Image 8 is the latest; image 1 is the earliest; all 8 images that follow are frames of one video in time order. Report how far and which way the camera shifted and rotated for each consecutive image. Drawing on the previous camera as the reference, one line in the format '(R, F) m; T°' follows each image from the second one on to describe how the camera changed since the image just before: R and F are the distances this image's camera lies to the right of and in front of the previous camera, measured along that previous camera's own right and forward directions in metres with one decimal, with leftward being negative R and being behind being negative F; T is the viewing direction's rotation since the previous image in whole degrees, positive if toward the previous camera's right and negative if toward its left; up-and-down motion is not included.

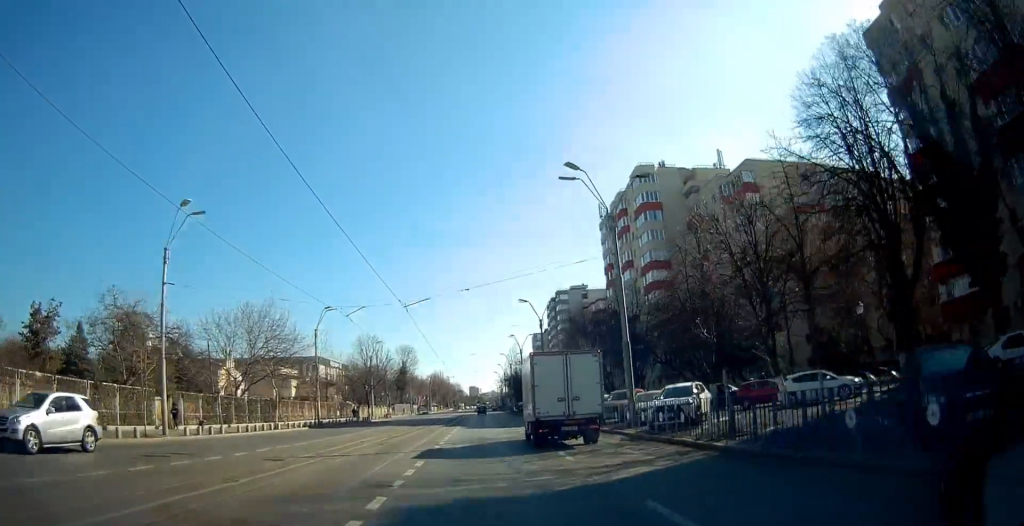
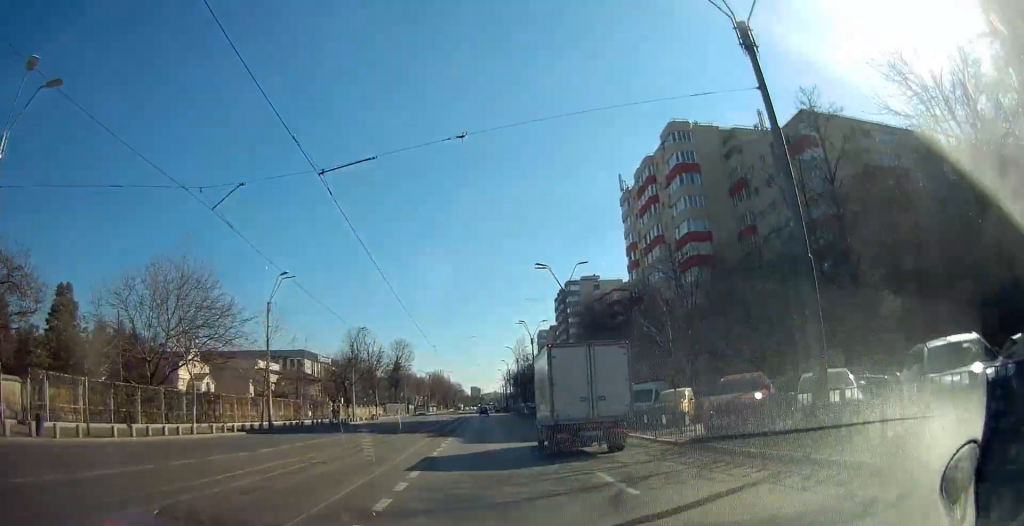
(0.0, +14.3) m; 0°
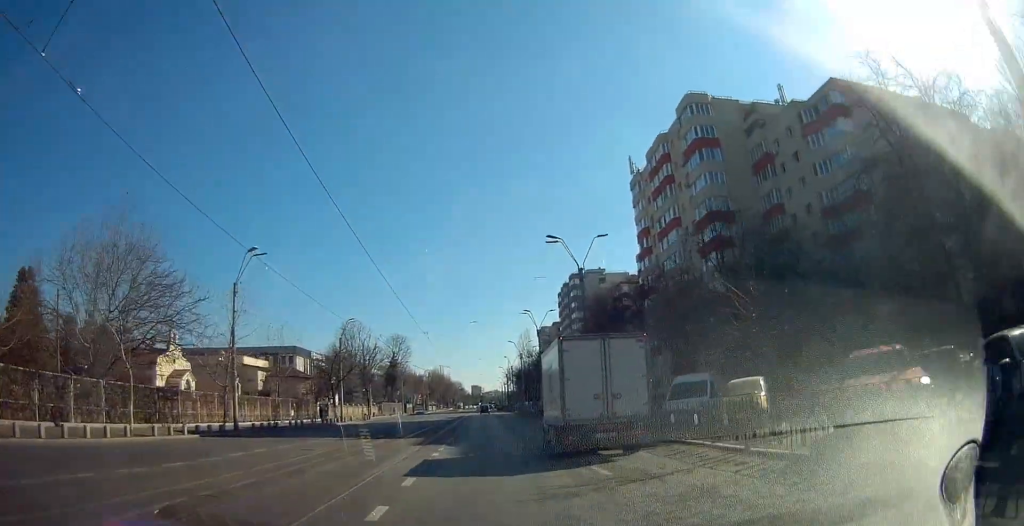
(0.0, +6.7) m; -1°
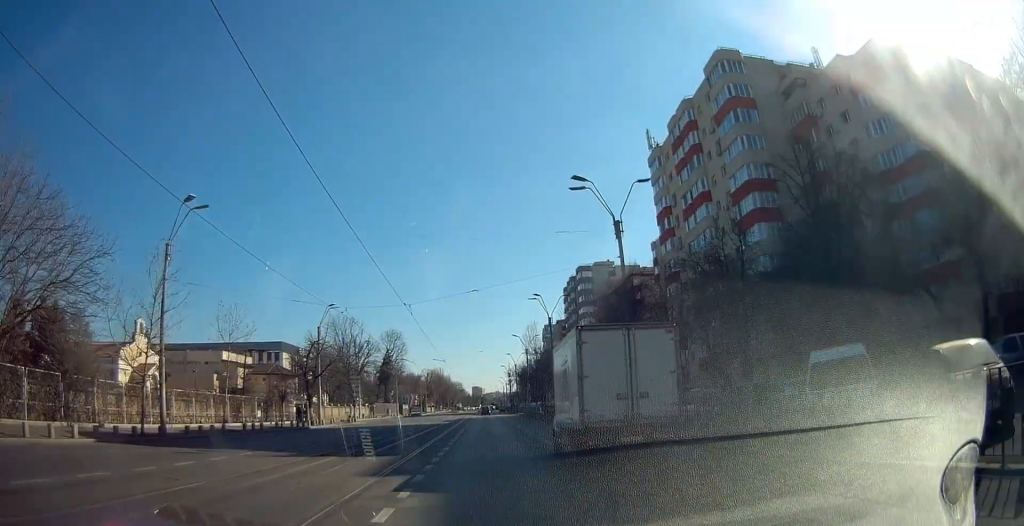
(0.0, +9.6) m; -1°
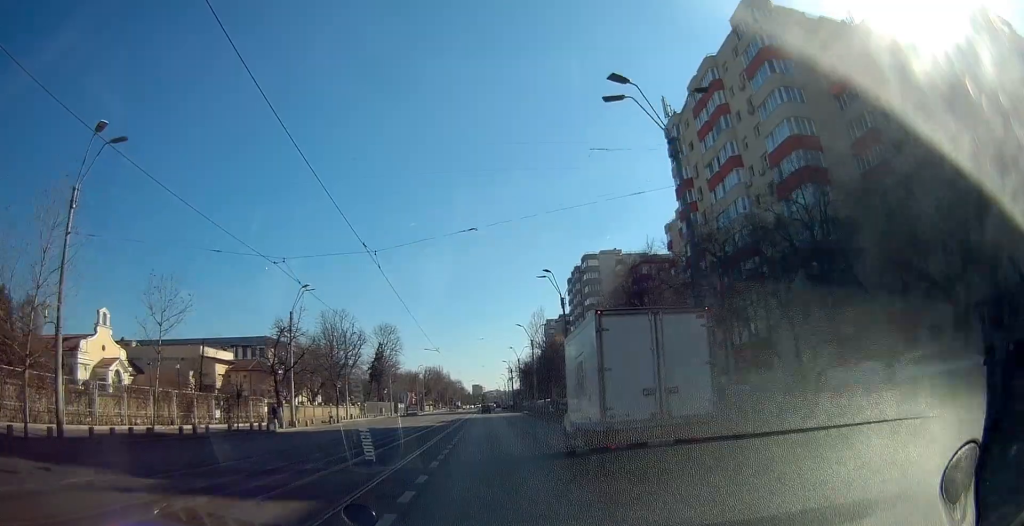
(-0.3, +8.6) m; -1°
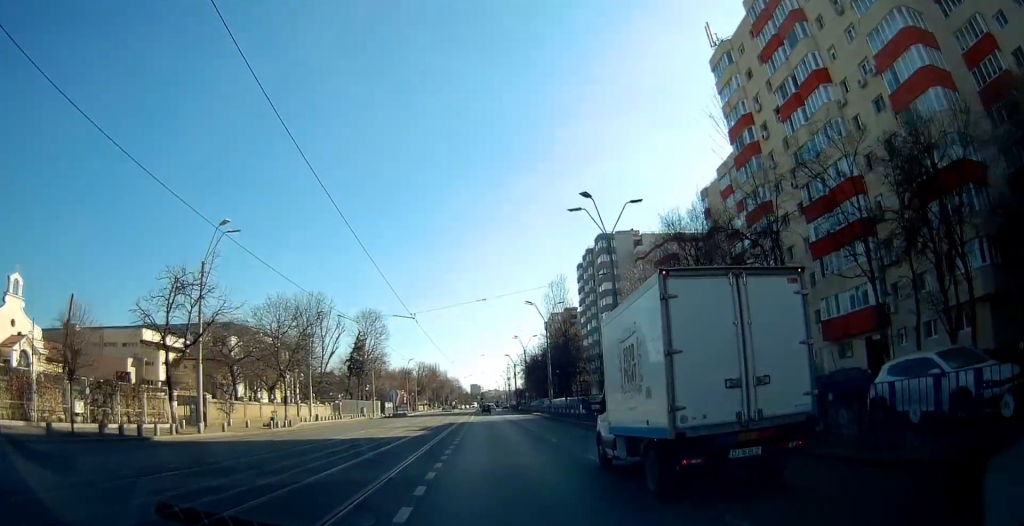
(-0.1, +16.8) m; +1°
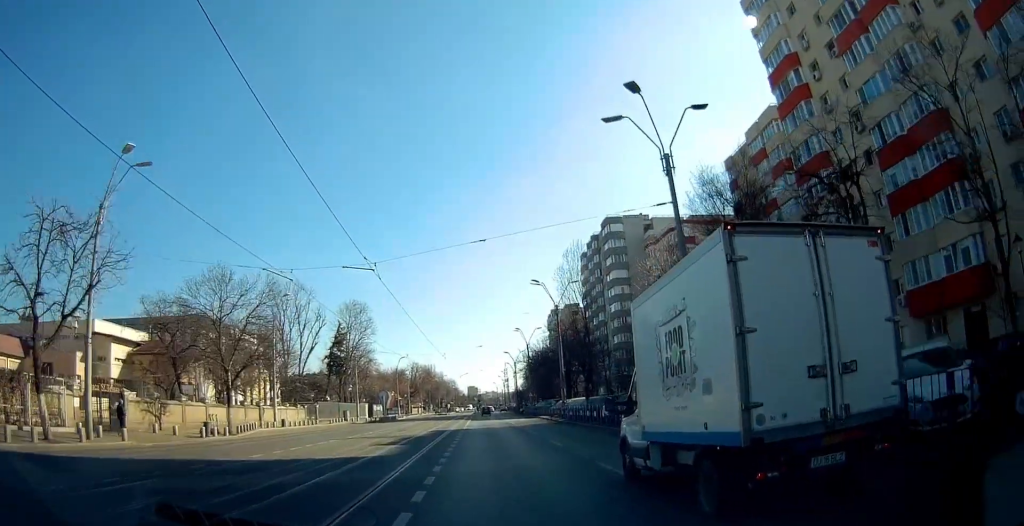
(+0.2, +10.5) m; +1°
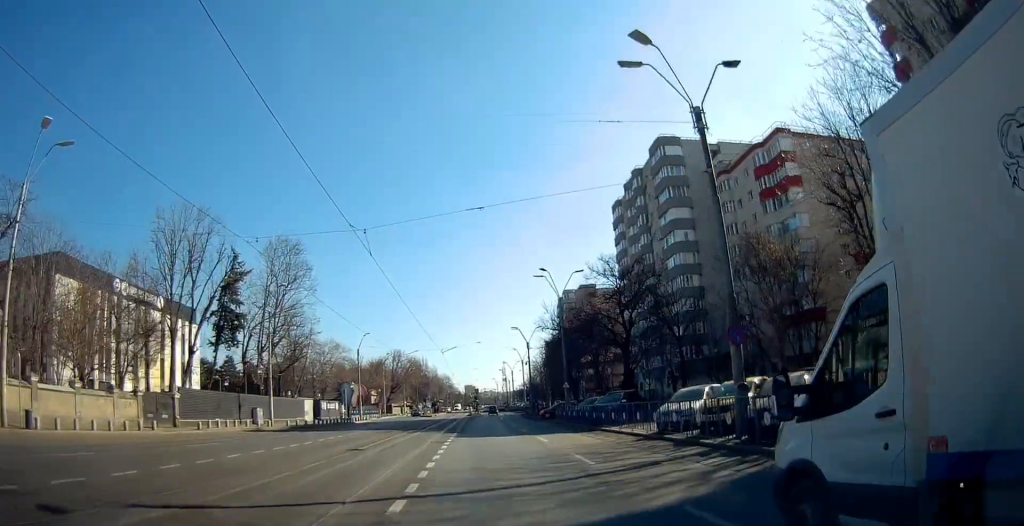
(-0.1, +33.6) m; 0°
